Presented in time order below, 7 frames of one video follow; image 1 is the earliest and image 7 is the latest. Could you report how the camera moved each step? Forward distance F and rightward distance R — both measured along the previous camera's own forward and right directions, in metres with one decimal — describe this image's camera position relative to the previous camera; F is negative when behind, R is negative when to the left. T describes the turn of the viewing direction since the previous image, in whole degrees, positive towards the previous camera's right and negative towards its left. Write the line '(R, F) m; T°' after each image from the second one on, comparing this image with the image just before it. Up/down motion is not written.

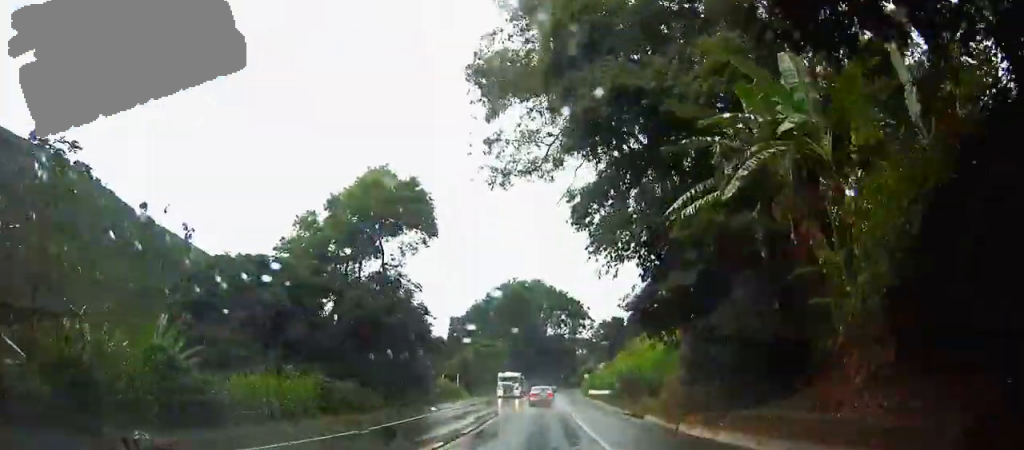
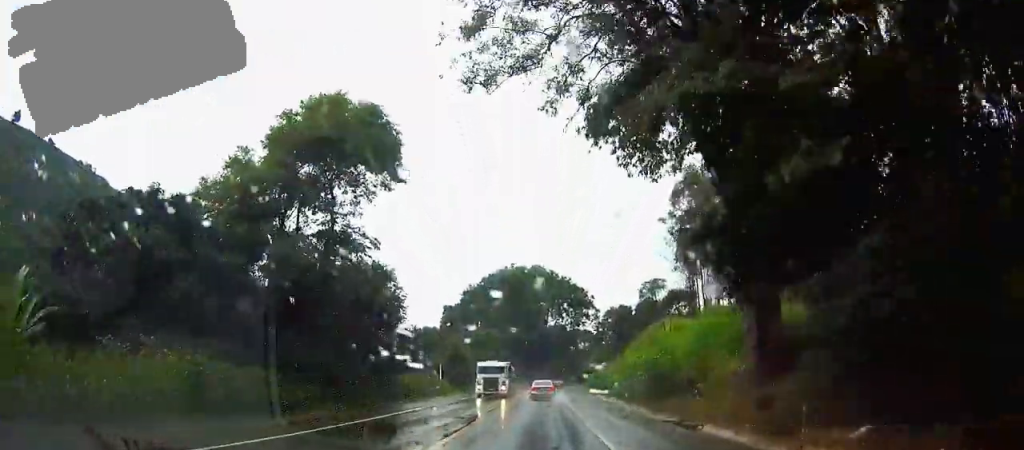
(0.0, +11.6) m; 0°
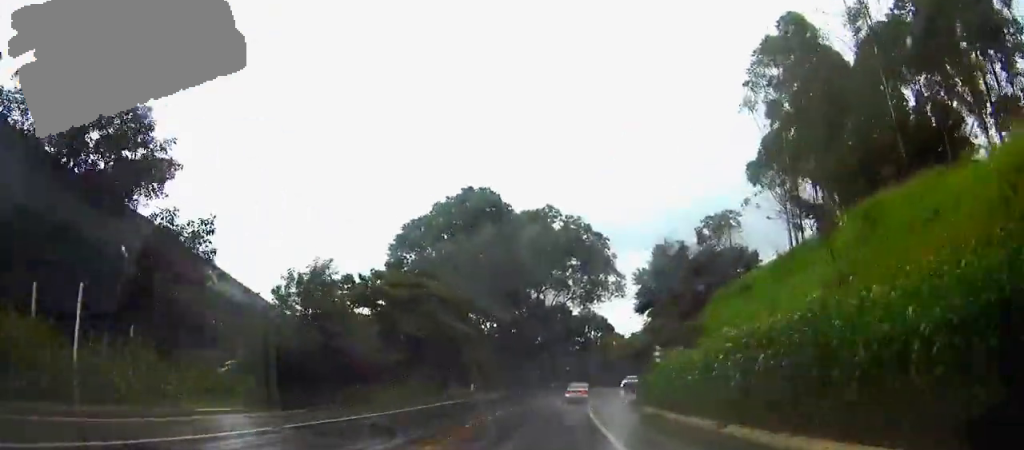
(+2.4, +47.4) m; +8°
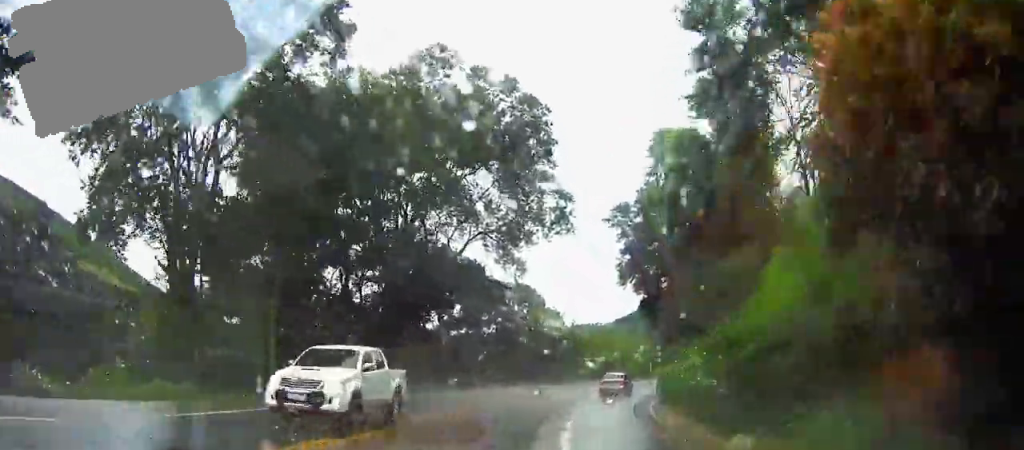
(+0.7, +38.0) m; +1°
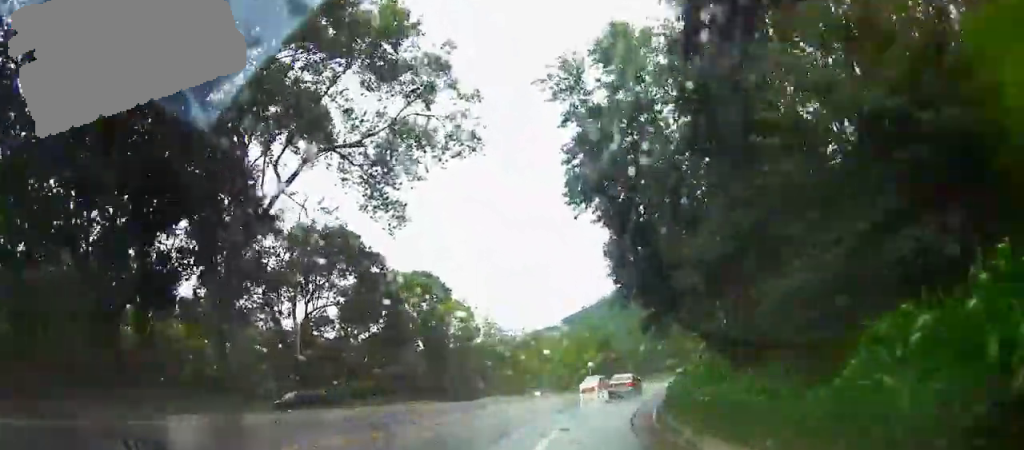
(0.0, +22.2) m; 0°
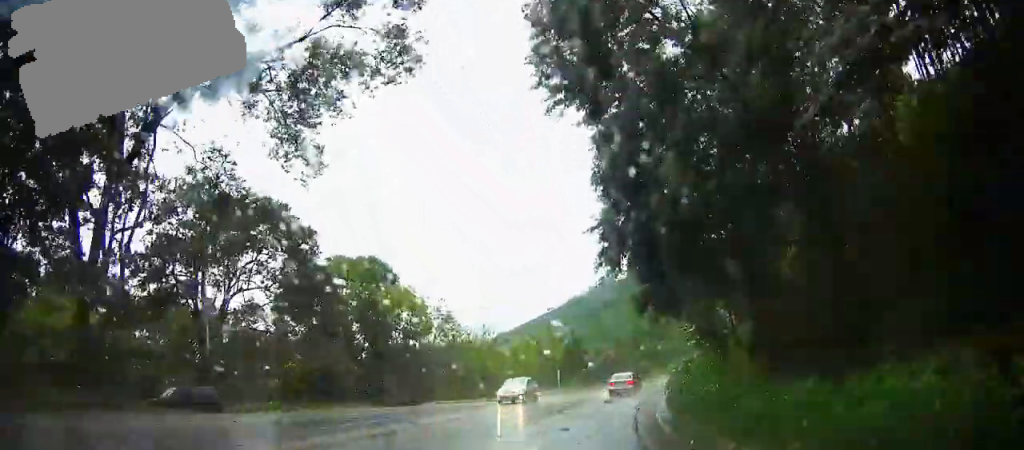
(0.0, +9.0) m; 0°
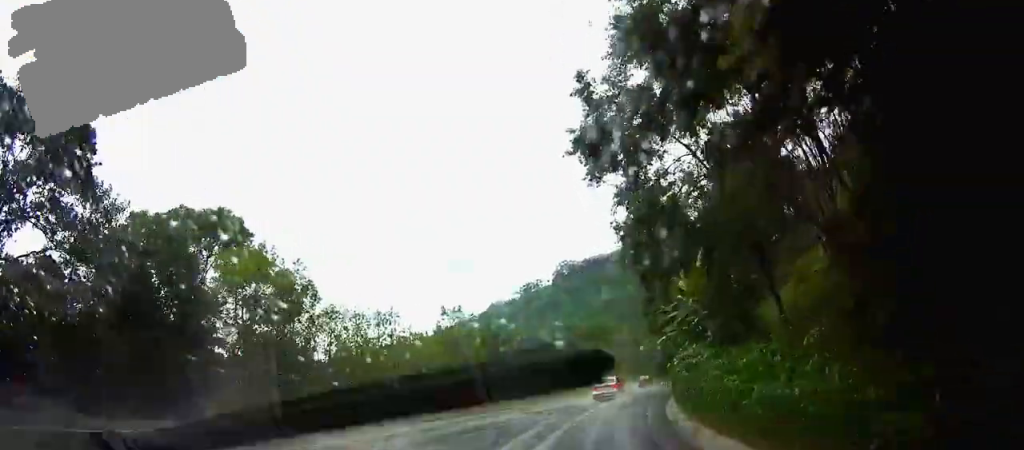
(0.0, +18.6) m; +2°
